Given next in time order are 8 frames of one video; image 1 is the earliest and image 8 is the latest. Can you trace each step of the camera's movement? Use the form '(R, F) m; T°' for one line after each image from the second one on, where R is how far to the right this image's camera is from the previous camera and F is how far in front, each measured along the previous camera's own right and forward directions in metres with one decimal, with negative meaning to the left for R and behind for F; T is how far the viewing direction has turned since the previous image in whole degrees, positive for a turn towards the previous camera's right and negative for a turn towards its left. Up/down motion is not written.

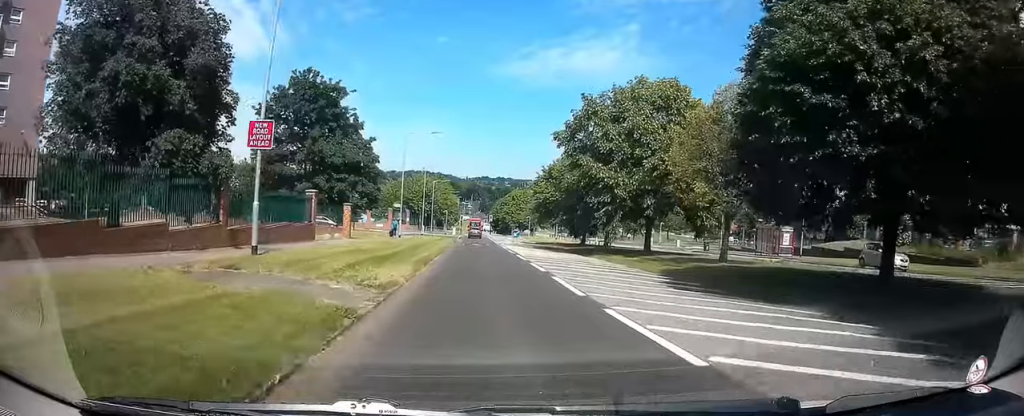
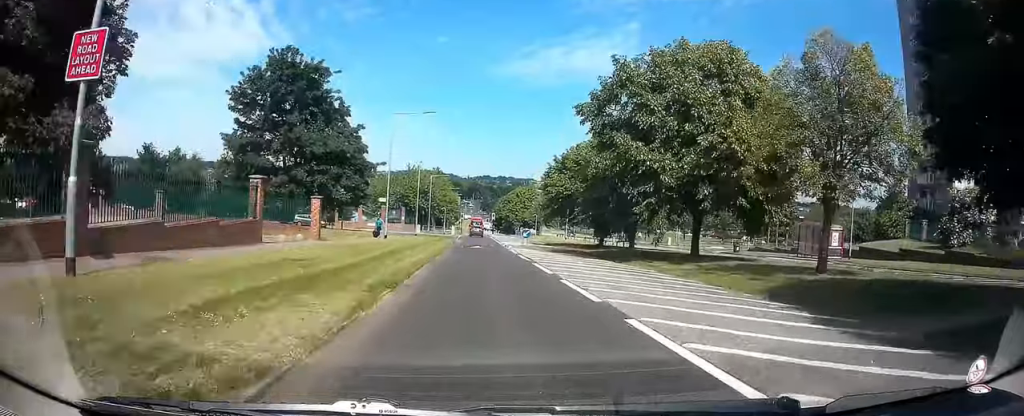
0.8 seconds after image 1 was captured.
(+0.1, +7.8) m; 0°
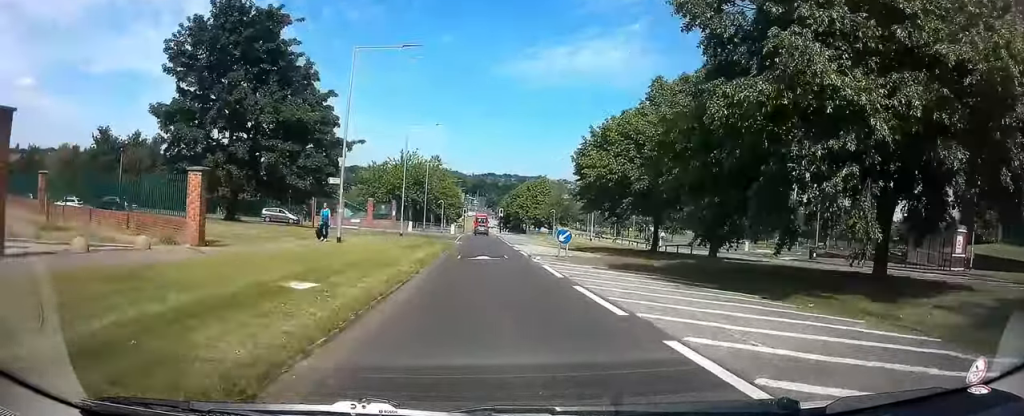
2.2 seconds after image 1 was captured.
(-0.1, +14.6) m; -3°
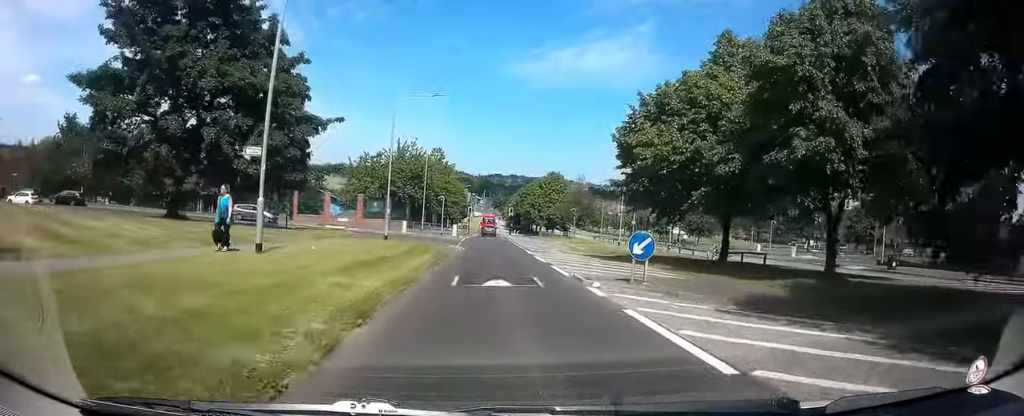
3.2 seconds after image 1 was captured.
(-0.4, +11.0) m; +1°
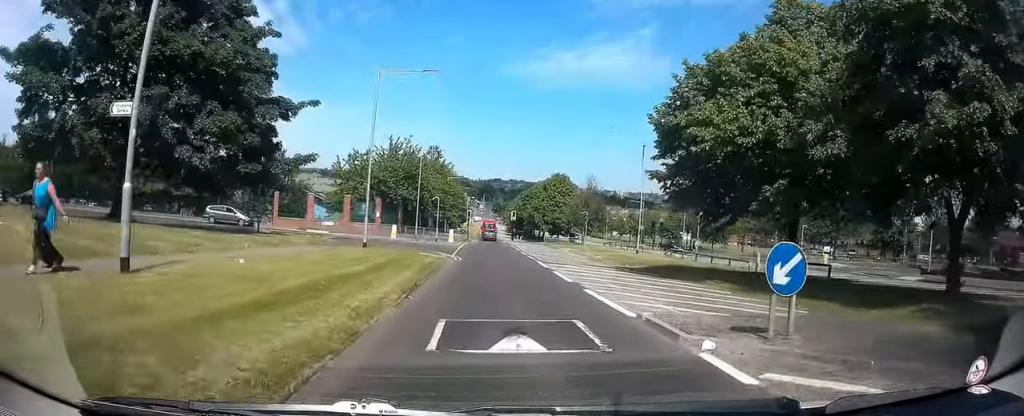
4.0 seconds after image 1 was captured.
(+0.5, +6.9) m; +2°
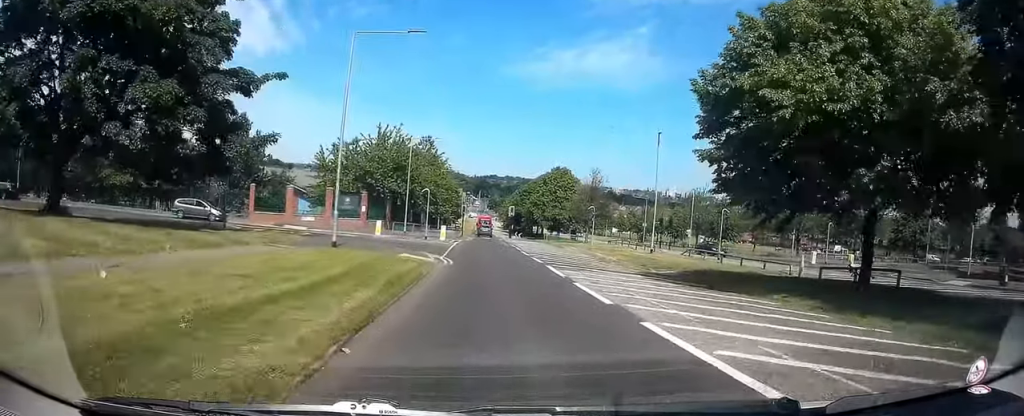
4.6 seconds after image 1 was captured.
(0.0, +6.0) m; +1°
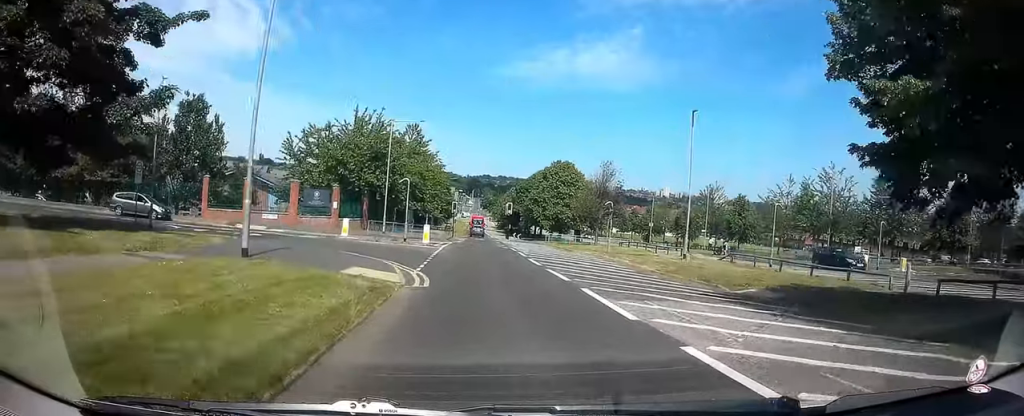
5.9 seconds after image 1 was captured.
(0.0, +10.2) m; +1°
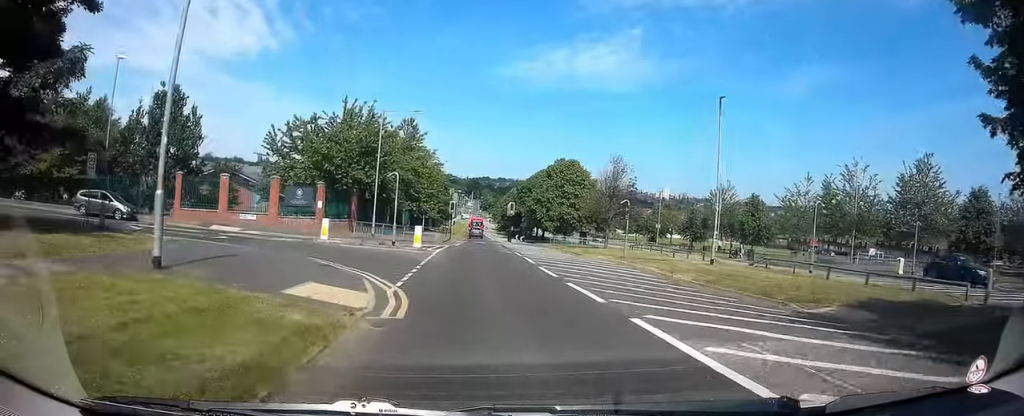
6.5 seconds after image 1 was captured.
(+0.1, +4.5) m; +1°
